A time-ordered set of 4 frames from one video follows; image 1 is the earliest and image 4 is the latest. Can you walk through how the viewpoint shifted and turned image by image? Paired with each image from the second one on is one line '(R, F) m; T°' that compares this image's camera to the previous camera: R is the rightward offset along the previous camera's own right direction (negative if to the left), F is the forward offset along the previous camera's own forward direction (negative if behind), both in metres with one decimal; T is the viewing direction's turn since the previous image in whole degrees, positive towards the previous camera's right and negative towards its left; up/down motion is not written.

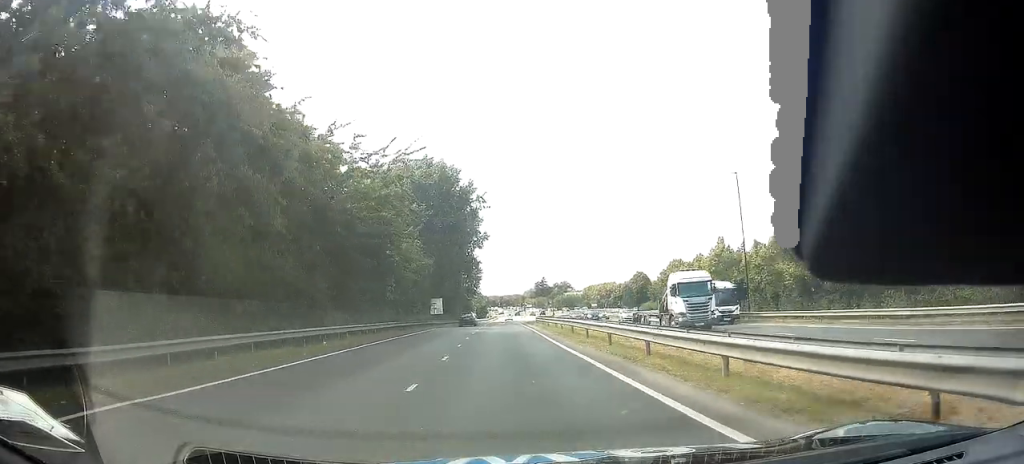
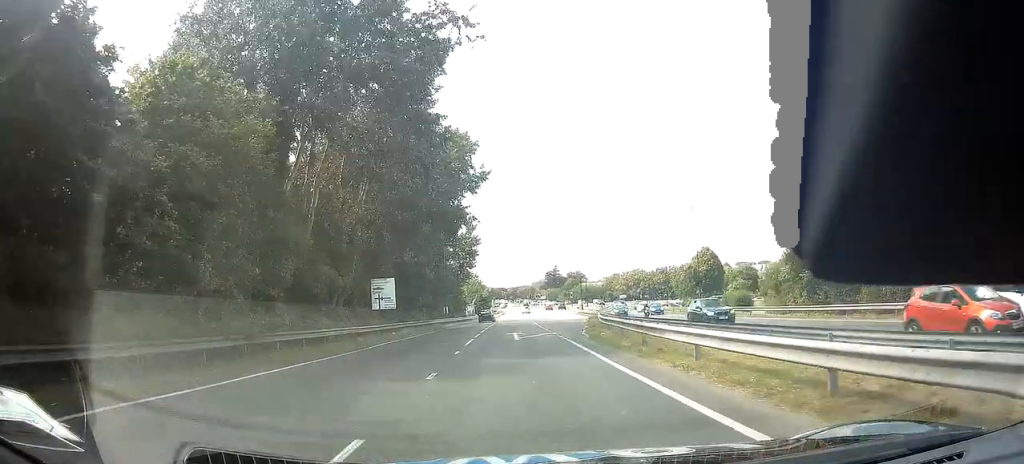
(-0.5, +43.1) m; -2°
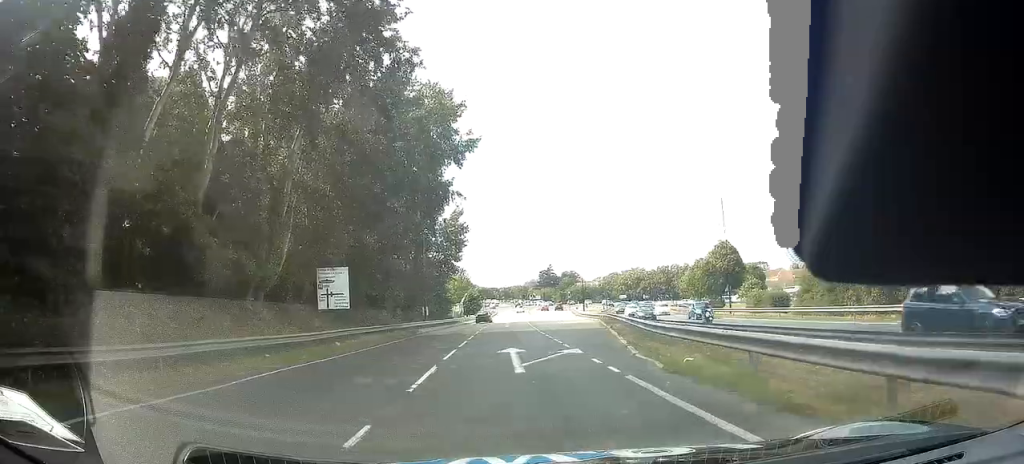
(0.0, +11.6) m; 0°
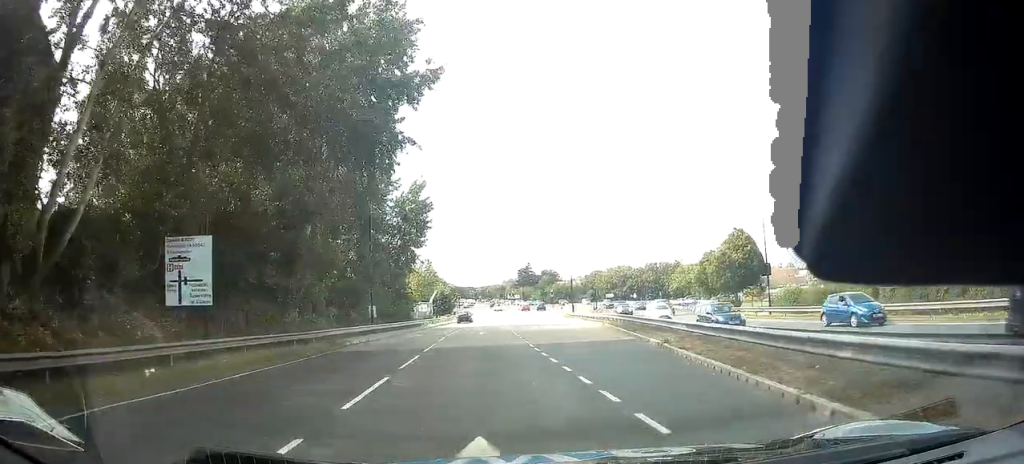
(0.0, +13.8) m; 0°
